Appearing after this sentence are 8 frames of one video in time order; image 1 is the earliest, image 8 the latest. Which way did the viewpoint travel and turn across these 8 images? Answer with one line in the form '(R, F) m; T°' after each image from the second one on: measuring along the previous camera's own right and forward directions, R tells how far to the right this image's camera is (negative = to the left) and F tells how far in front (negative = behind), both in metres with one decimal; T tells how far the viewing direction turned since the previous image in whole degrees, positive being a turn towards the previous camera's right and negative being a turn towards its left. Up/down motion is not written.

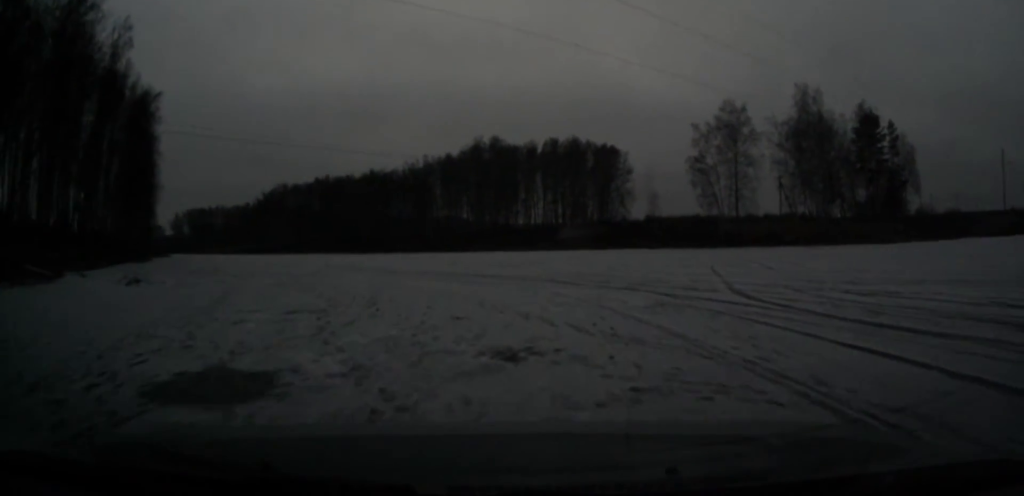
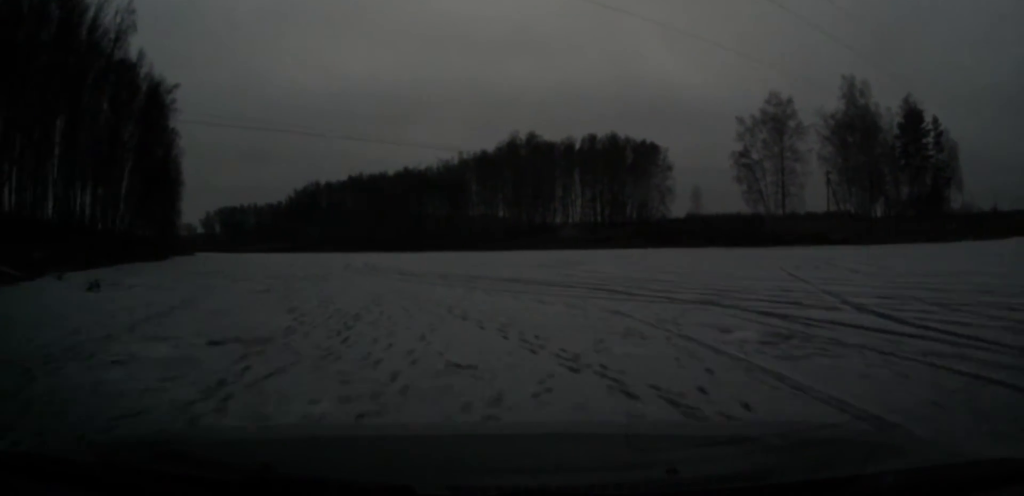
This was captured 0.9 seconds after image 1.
(-0.1, +4.5) m; -2°
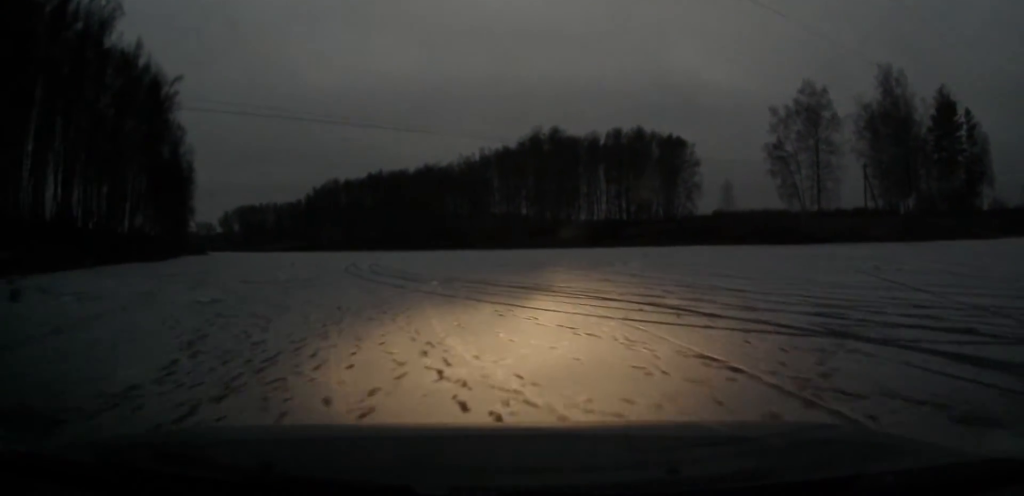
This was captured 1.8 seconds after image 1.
(-0.2, +5.0) m; -3°
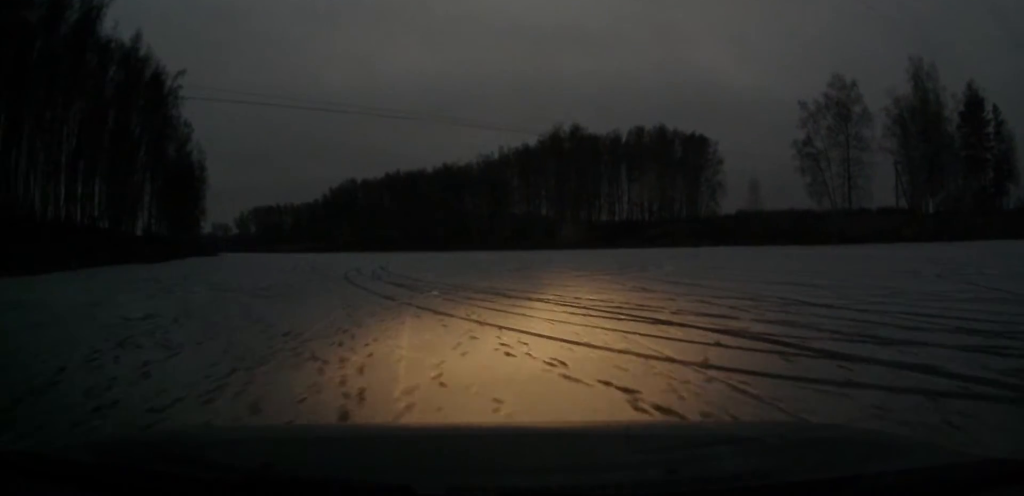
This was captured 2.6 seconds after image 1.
(-0.1, +4.1) m; -2°
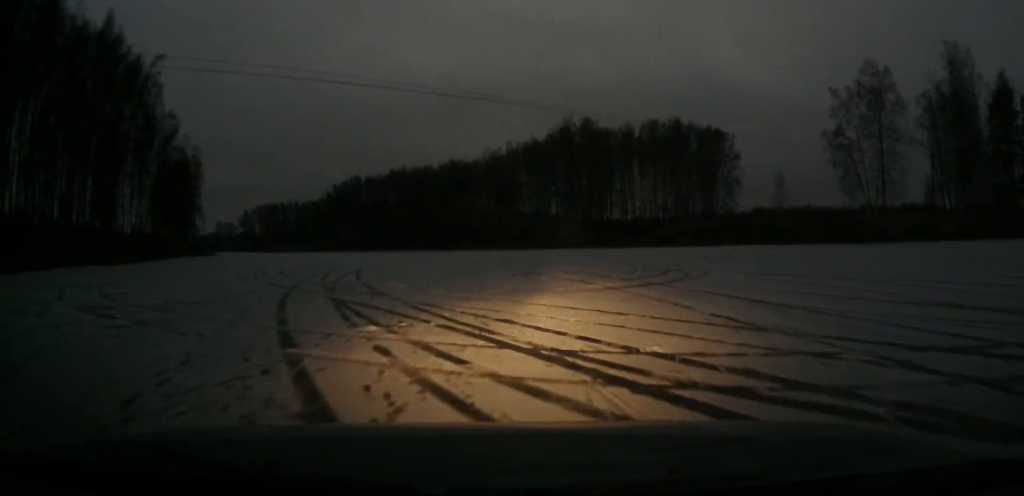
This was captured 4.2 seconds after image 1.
(0.0, +7.5) m; 0°
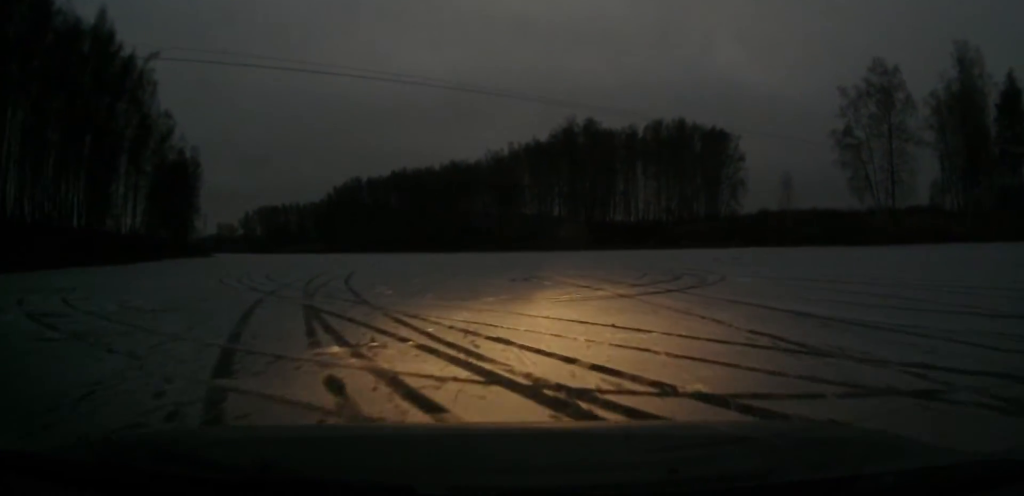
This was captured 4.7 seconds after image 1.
(0.0, +2.0) m; 0°
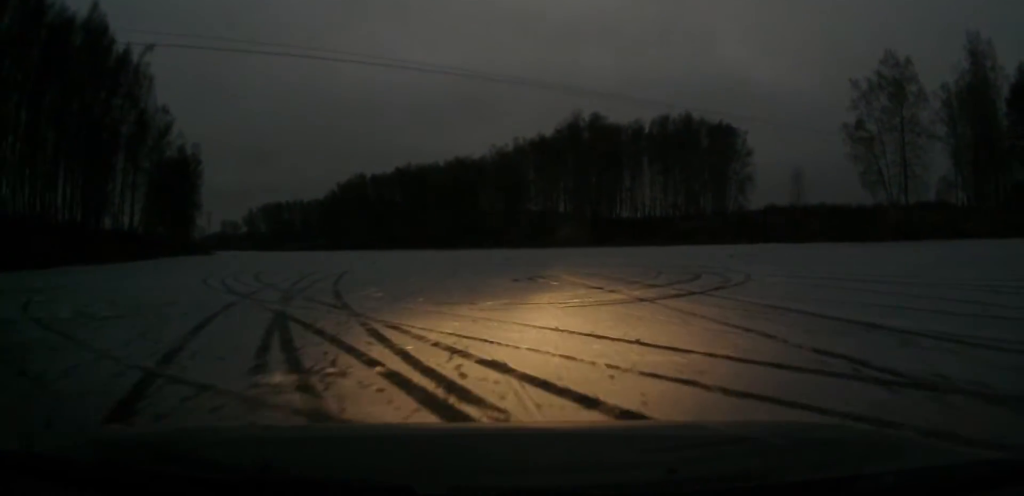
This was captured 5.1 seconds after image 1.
(0.0, +1.9) m; -1°
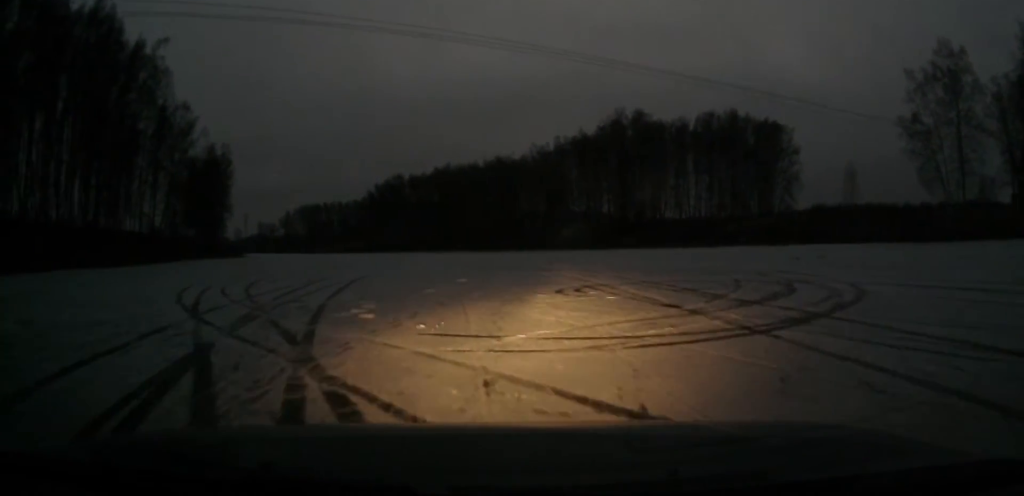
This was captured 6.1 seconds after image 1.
(-0.1, +4.2) m; -8°
